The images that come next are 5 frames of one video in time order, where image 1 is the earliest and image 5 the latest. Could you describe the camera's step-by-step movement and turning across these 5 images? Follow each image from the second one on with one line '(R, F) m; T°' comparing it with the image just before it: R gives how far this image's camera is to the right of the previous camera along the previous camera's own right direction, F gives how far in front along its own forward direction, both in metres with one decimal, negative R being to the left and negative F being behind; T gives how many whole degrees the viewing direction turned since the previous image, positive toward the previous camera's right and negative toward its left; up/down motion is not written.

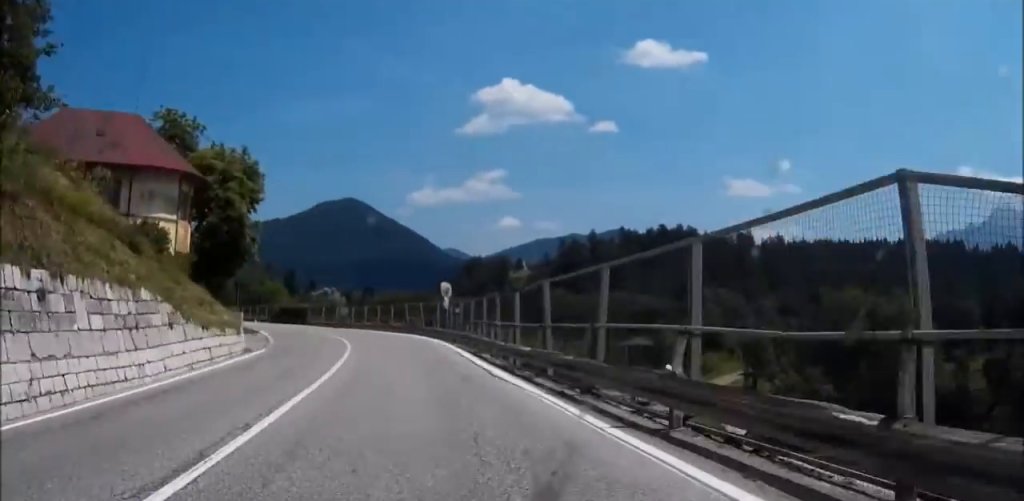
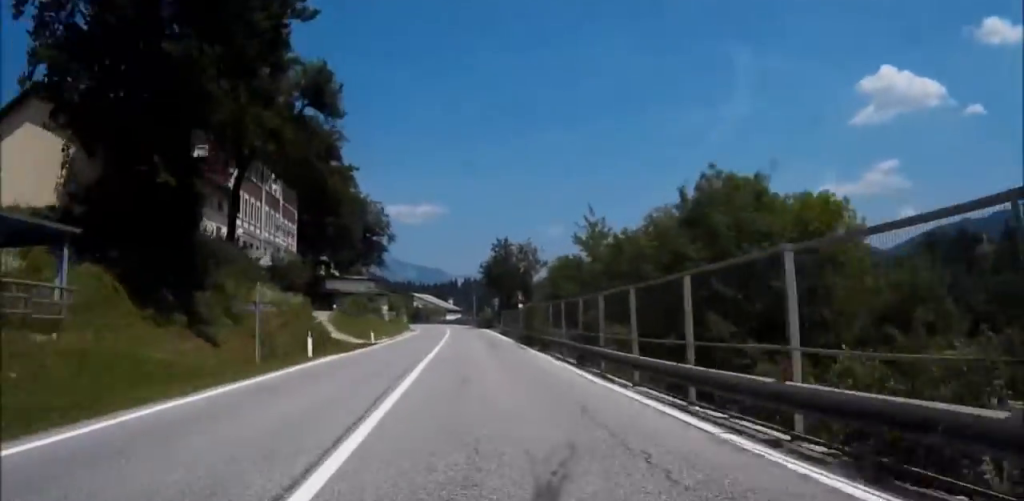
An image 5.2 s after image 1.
(-28.8, +88.3) m; -30°
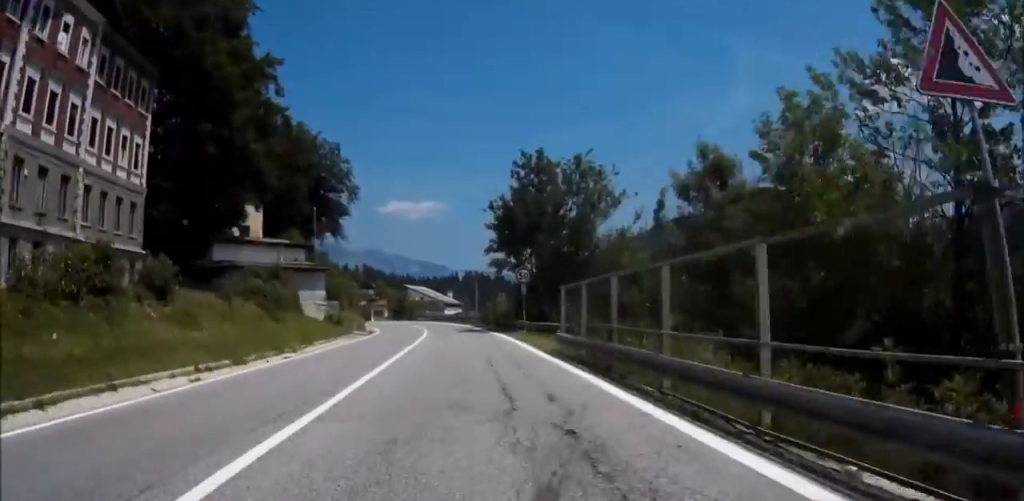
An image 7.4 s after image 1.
(-1.3, +42.6) m; -4°
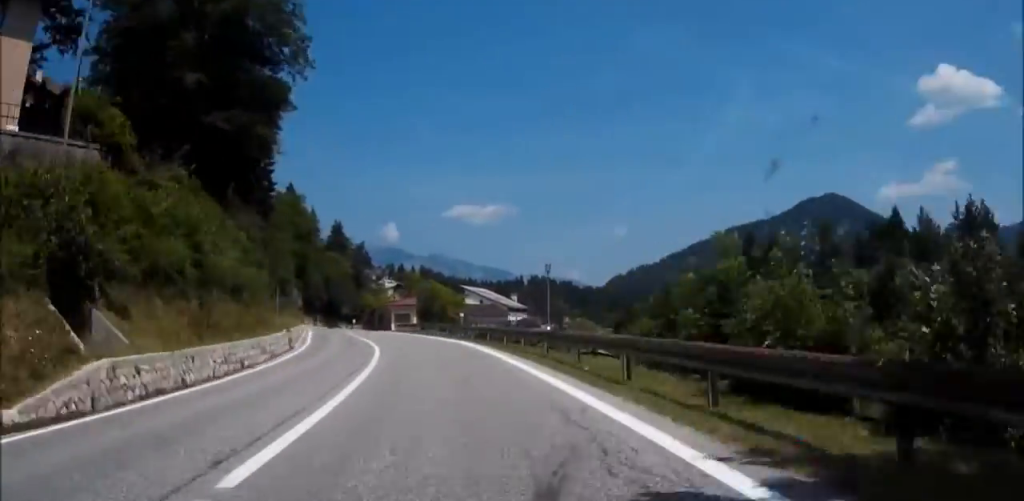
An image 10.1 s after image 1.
(-3.6, +51.2) m; -7°
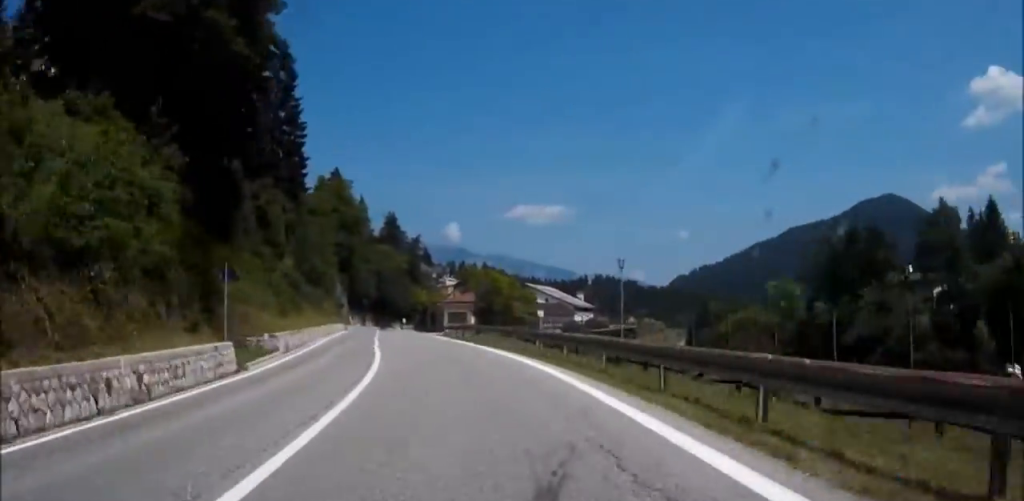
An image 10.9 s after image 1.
(-0.2, +16.6) m; -1°
